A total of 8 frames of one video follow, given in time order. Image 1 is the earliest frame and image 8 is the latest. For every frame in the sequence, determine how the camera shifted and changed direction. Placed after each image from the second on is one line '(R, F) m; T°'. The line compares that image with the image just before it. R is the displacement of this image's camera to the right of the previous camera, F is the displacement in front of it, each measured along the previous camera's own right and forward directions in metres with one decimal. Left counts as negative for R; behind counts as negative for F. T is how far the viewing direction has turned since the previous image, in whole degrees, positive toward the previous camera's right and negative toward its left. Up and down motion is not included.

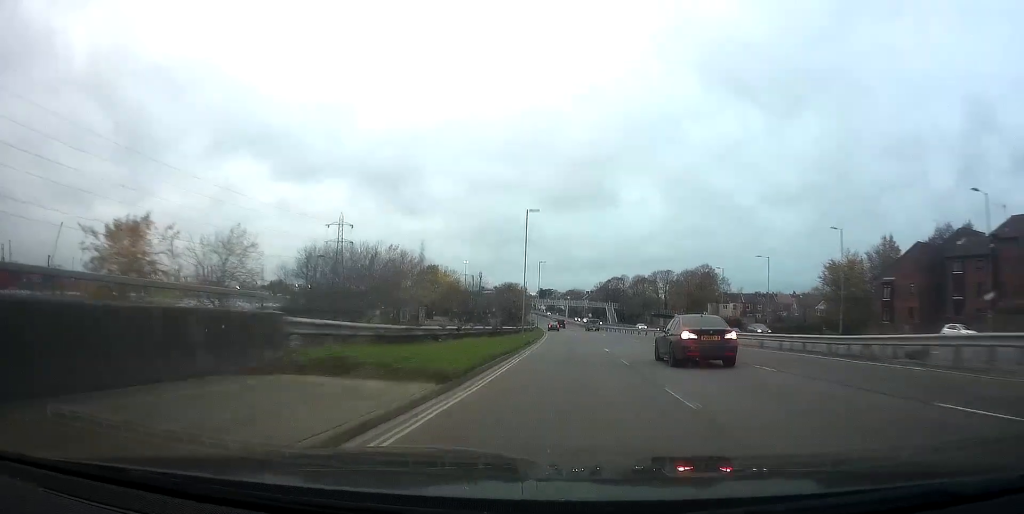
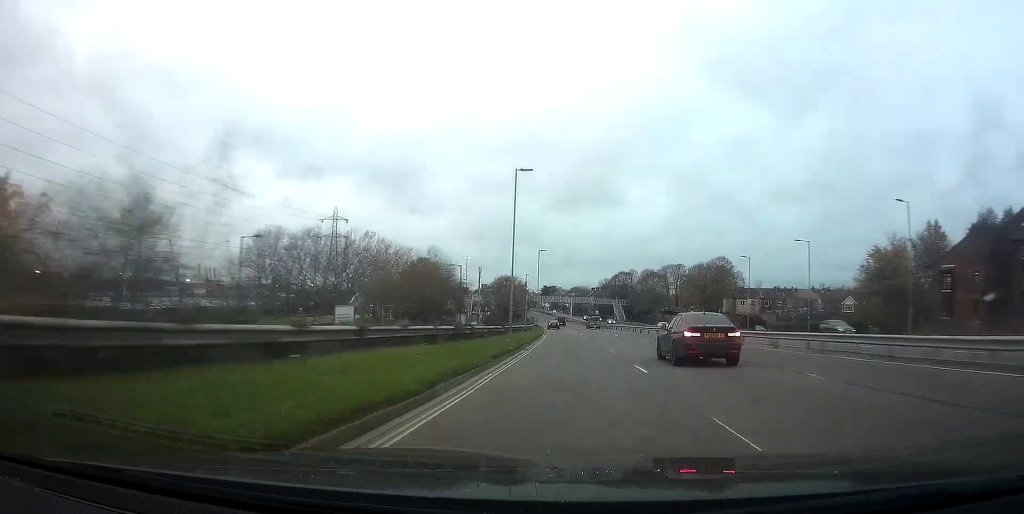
(0.0, +12.1) m; -1°
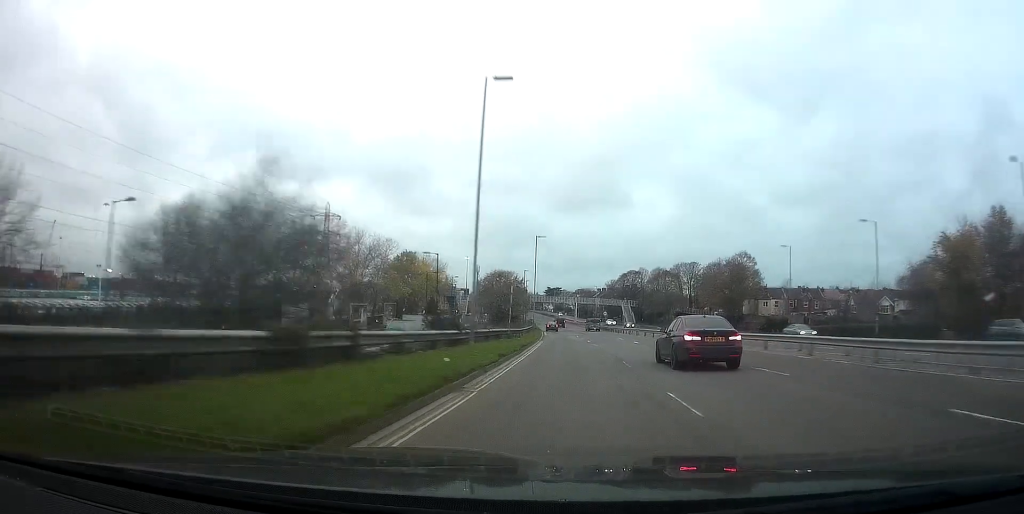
(-0.2, +14.3) m; -1°
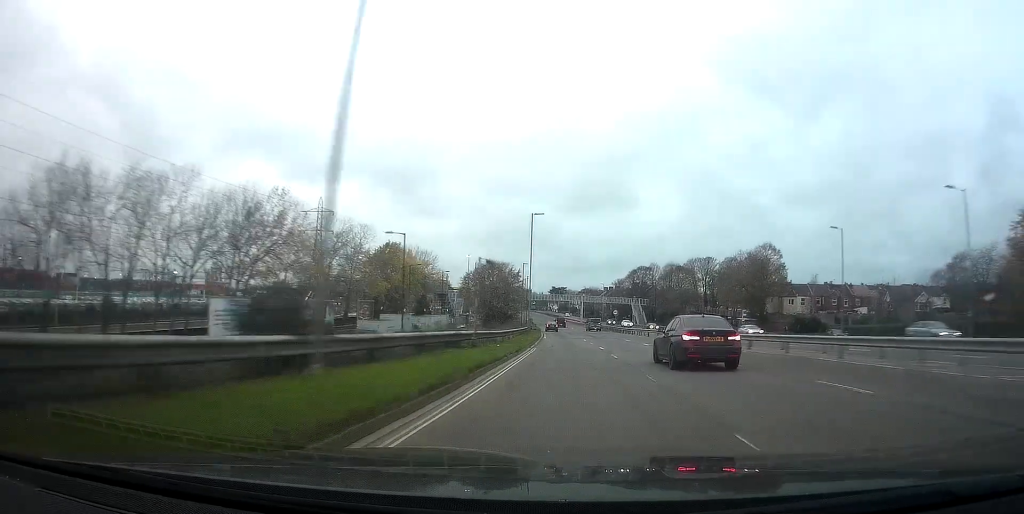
(-0.1, +12.8) m; -1°
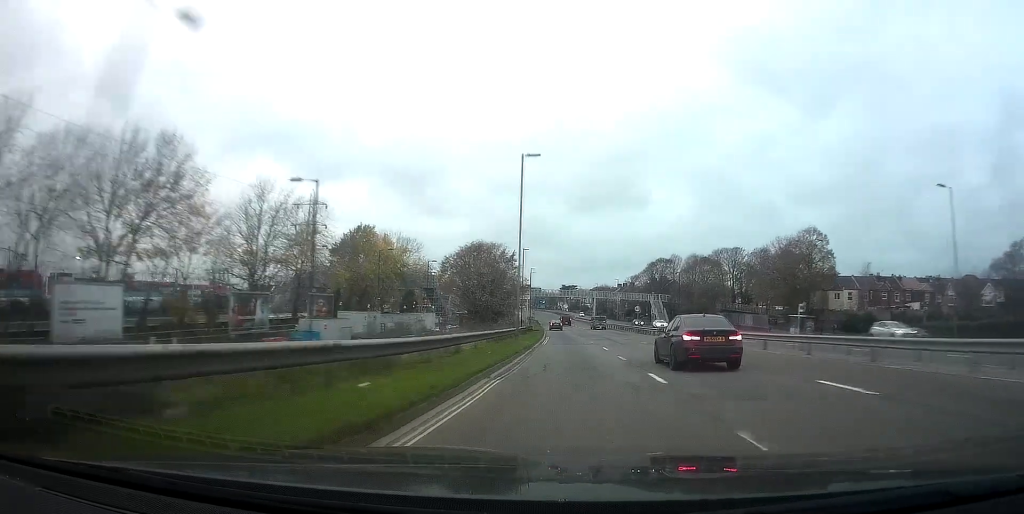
(-0.1, +17.3) m; 0°
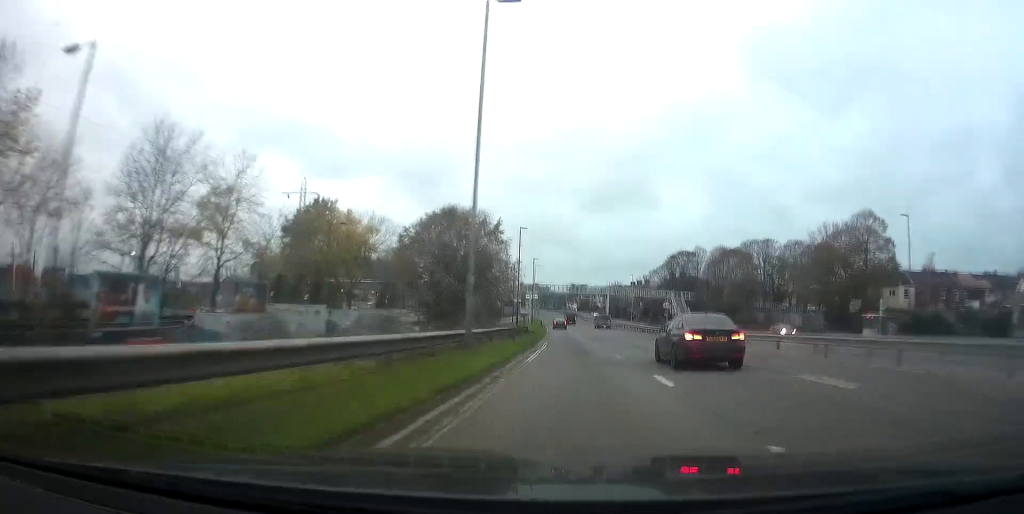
(0.0, +16.4) m; 0°
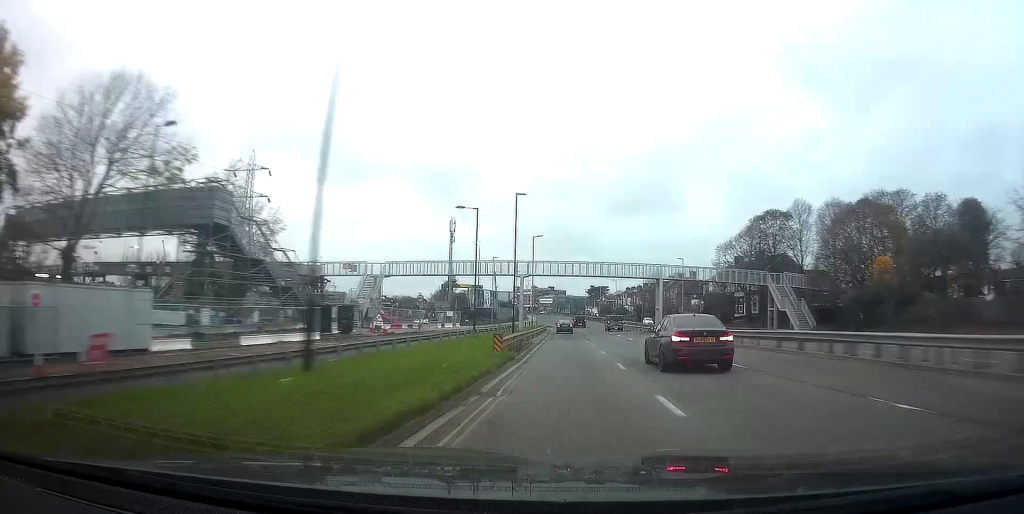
(-1.4, +48.2) m; -3°
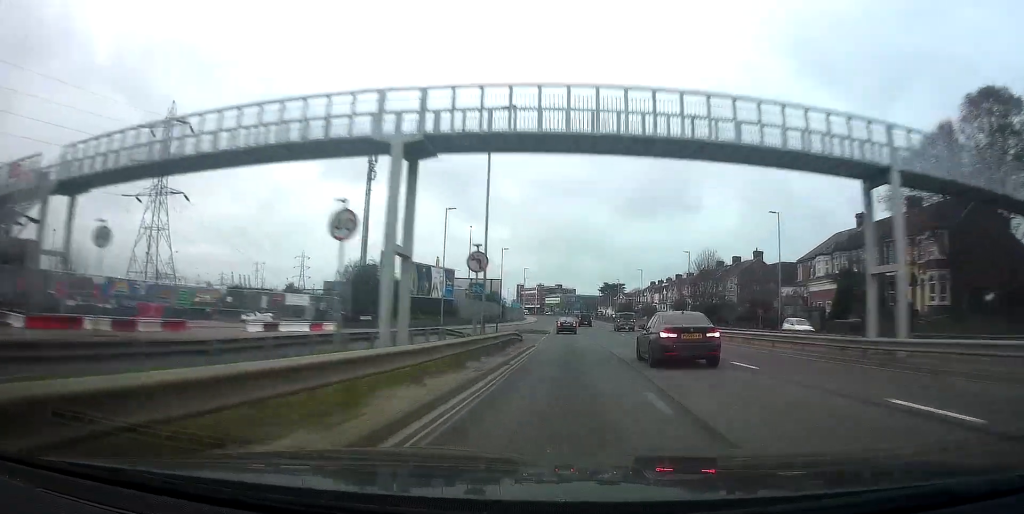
(0.0, +45.5) m; -1°
